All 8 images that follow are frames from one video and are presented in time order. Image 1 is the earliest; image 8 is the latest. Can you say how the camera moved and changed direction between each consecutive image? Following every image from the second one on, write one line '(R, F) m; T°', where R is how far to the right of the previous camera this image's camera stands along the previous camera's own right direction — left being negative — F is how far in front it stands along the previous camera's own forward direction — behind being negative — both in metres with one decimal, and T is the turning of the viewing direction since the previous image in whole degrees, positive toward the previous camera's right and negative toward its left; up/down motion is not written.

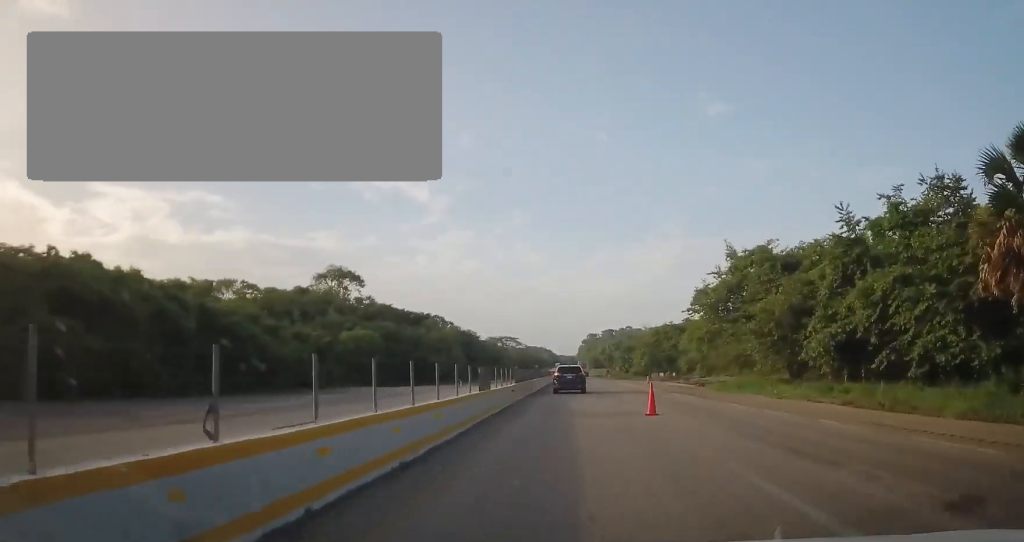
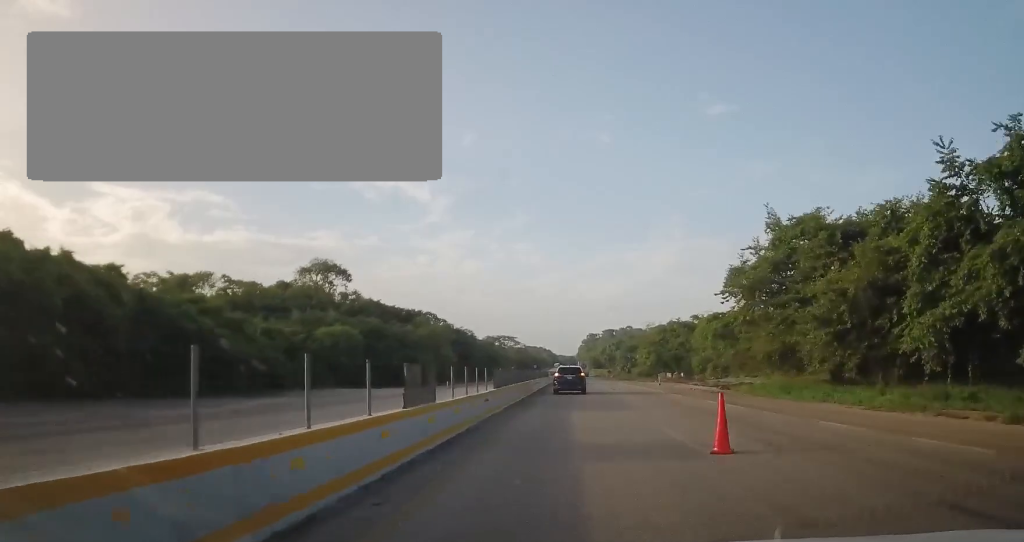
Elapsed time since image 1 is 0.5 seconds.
(-0.3, +8.2) m; +1°
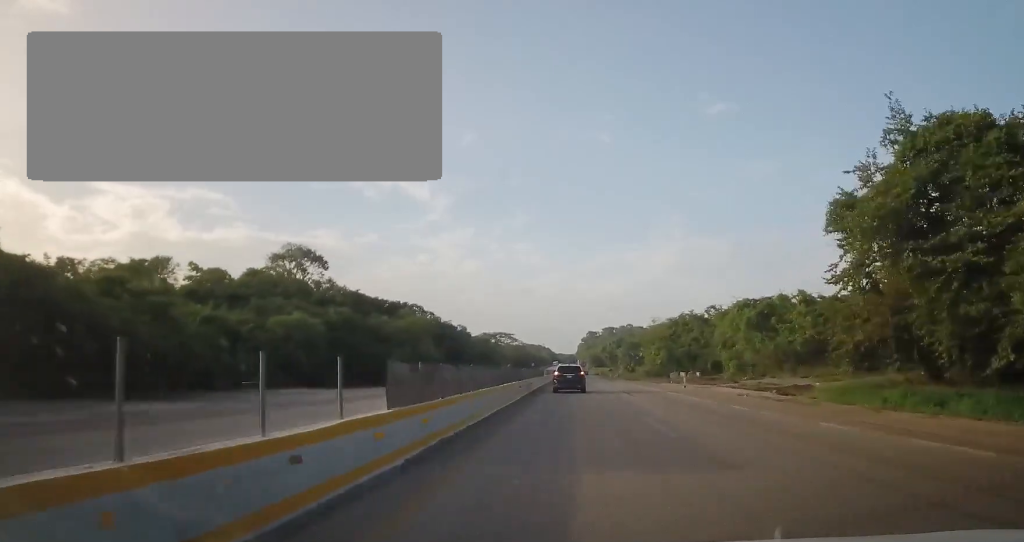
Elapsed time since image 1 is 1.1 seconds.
(+0.1, +12.5) m; +1°
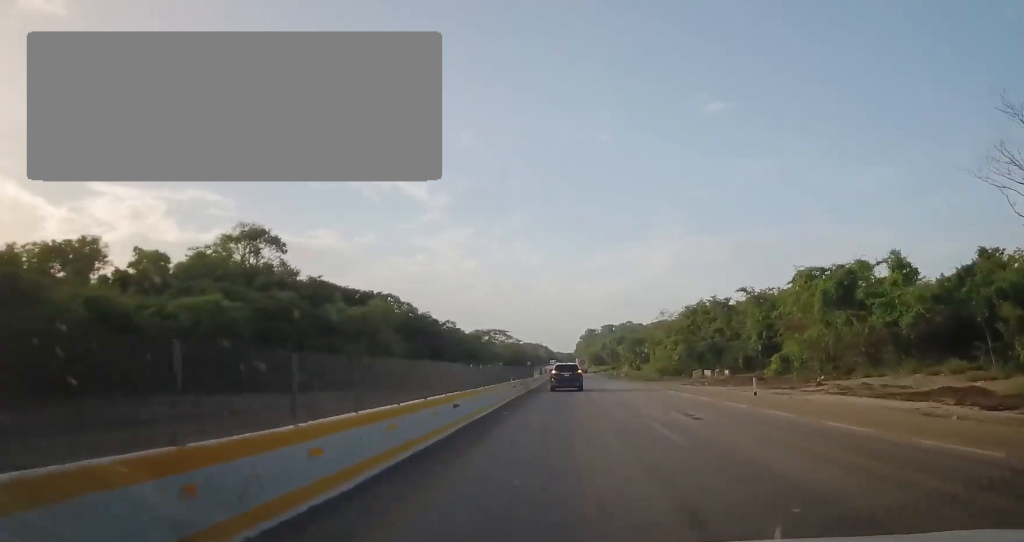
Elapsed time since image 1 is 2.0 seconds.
(+0.5, +16.8) m; 0°
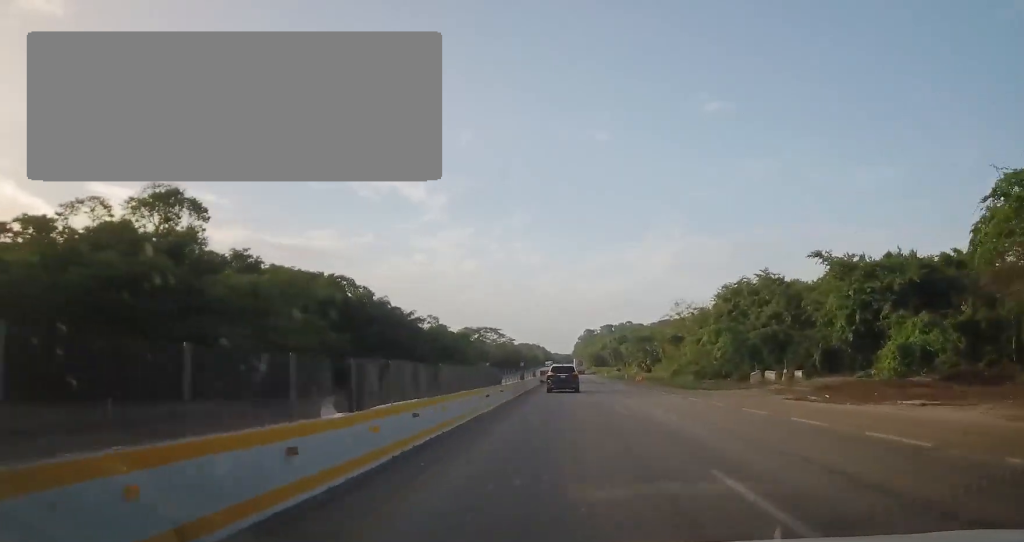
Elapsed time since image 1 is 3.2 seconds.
(-0.5, +23.1) m; +1°
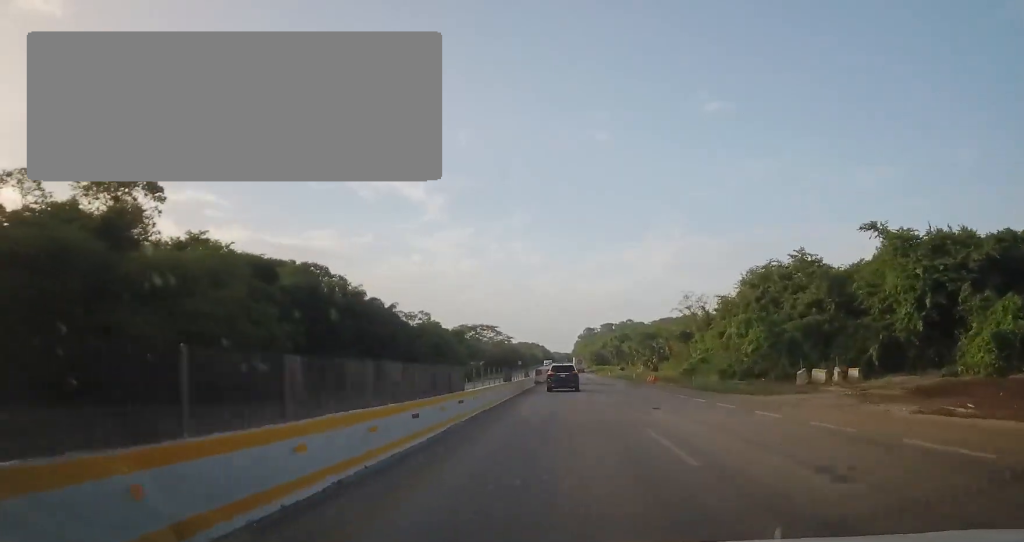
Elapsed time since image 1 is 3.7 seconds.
(+0.3, +9.8) m; +1°
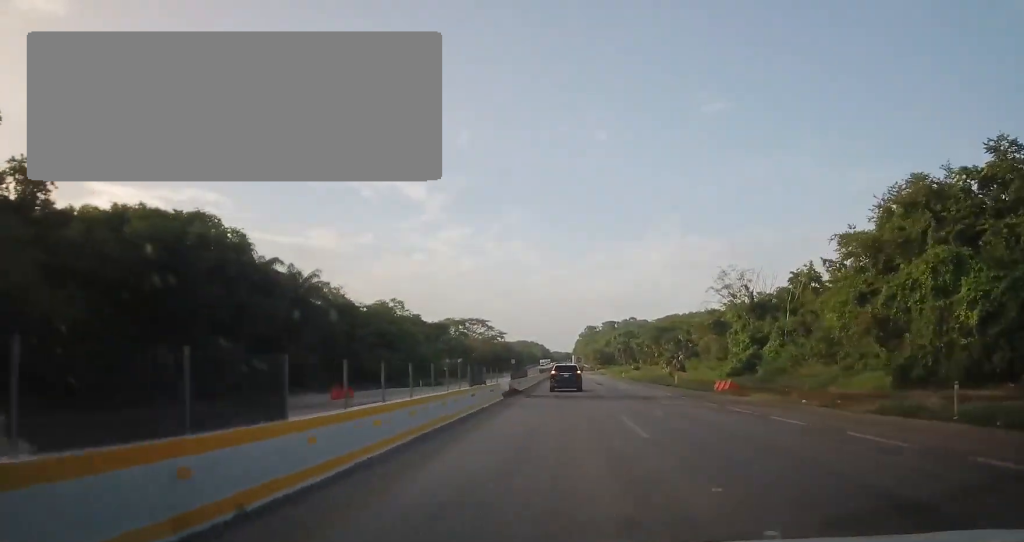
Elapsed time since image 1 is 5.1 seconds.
(-0.1, +27.1) m; -1°
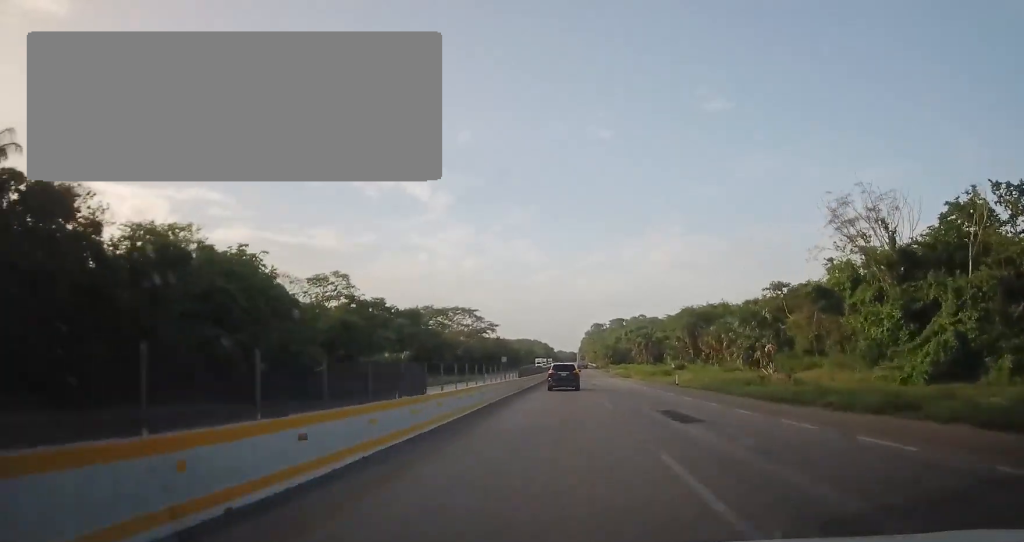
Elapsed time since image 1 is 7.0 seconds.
(+0.2, +38.0) m; +1°
